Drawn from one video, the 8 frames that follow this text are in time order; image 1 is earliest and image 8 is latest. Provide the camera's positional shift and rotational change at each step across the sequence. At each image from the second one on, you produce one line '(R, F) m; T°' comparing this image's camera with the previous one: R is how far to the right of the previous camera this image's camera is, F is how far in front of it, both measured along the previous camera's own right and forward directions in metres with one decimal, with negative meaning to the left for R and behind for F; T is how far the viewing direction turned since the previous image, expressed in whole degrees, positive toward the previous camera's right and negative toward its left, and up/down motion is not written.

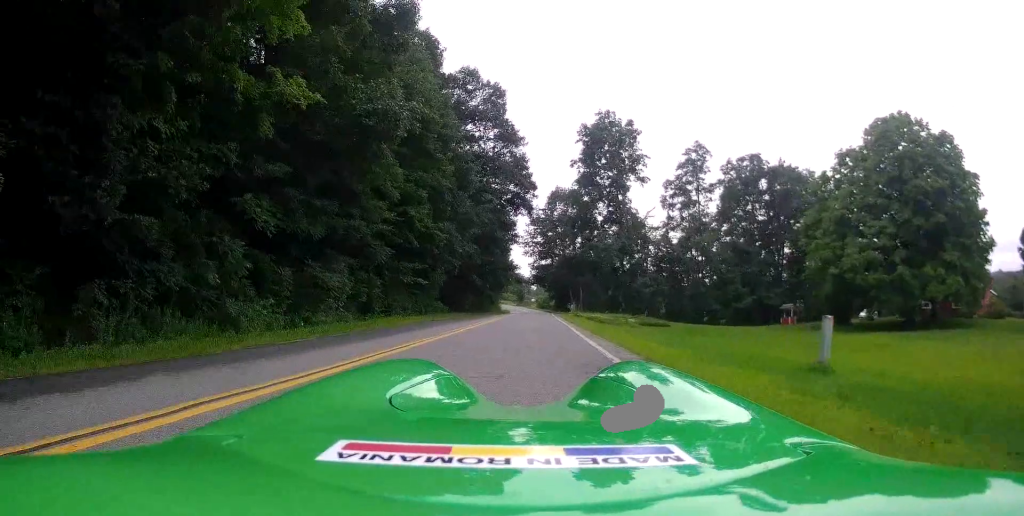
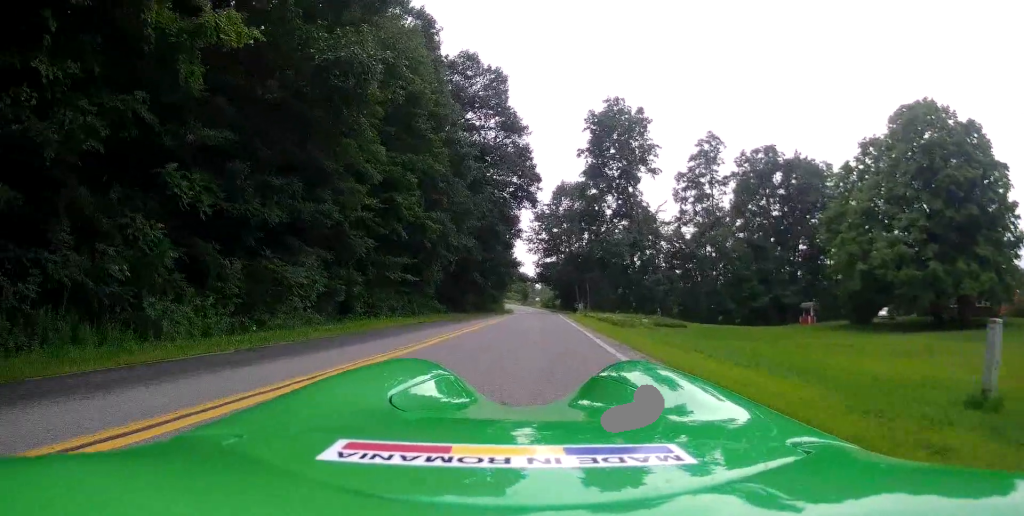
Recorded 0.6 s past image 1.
(0.0, +3.9) m; 0°
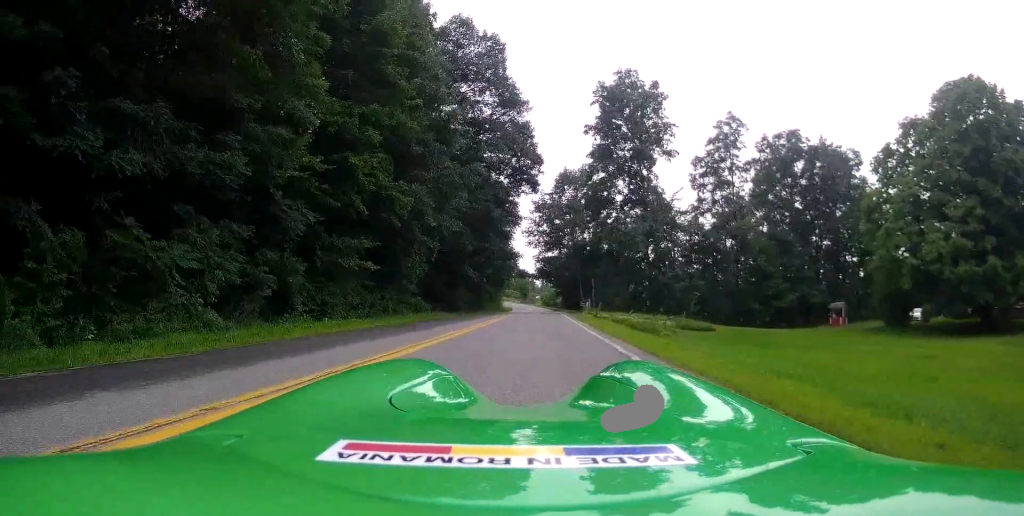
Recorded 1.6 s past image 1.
(0.0, +6.4) m; -2°
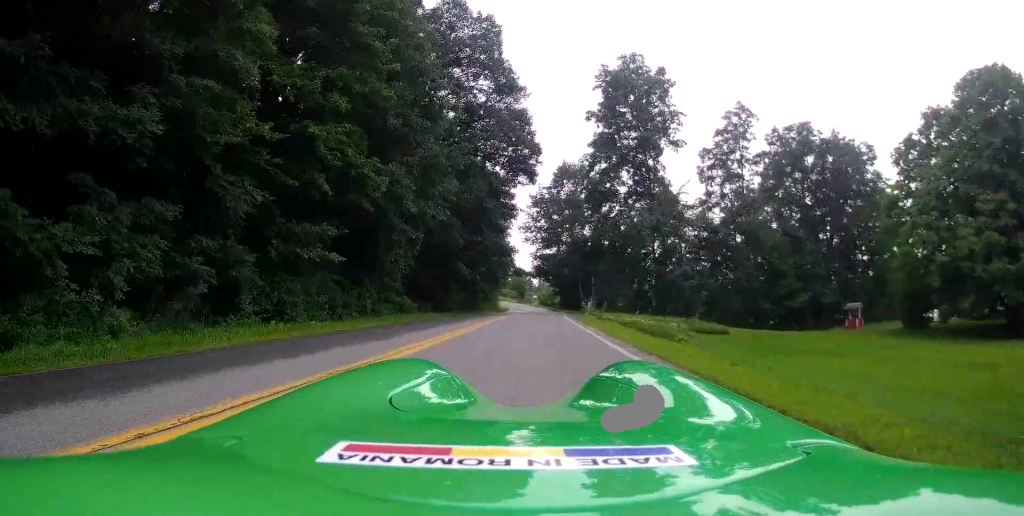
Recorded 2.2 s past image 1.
(0.0, +3.2) m; -1°
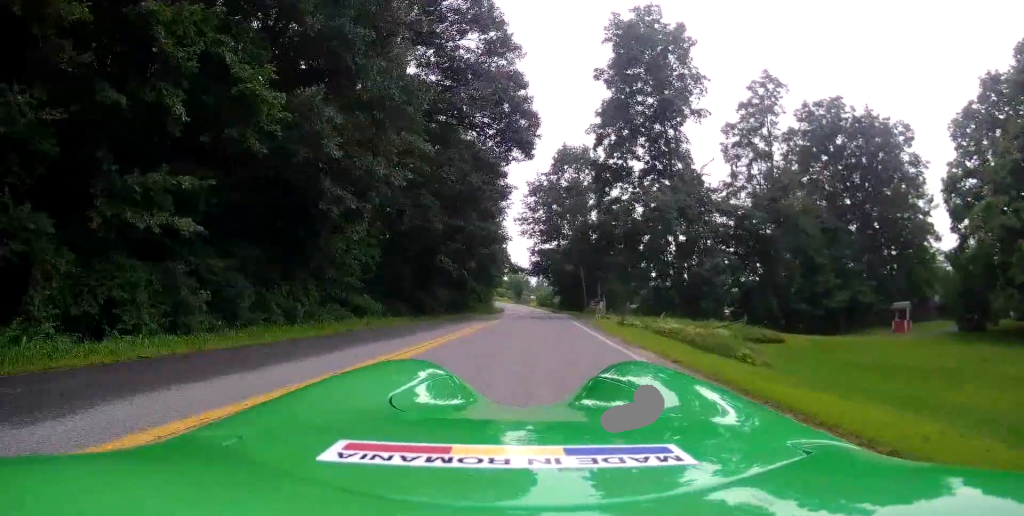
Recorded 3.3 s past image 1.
(-0.1, +6.6) m; 0°
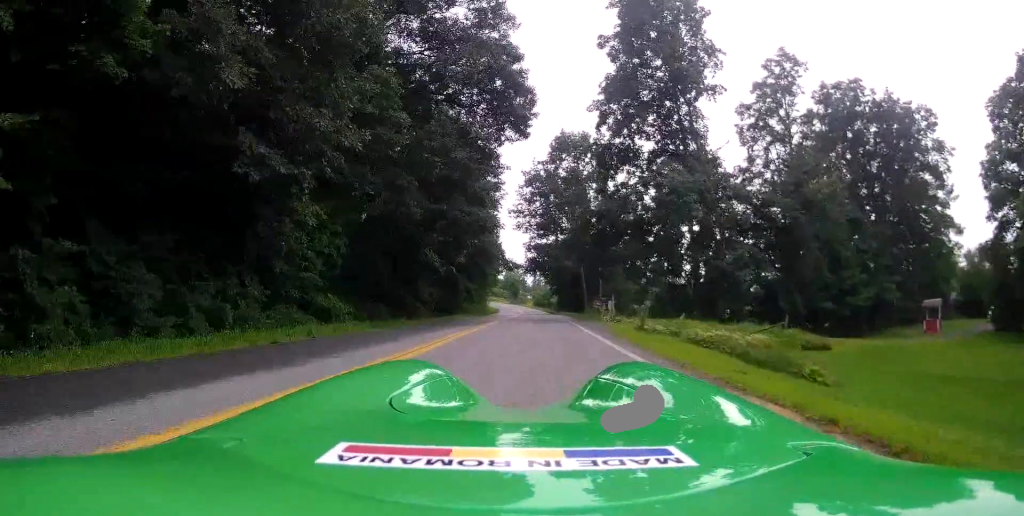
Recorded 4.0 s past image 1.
(0.0, +3.7) m; +1°
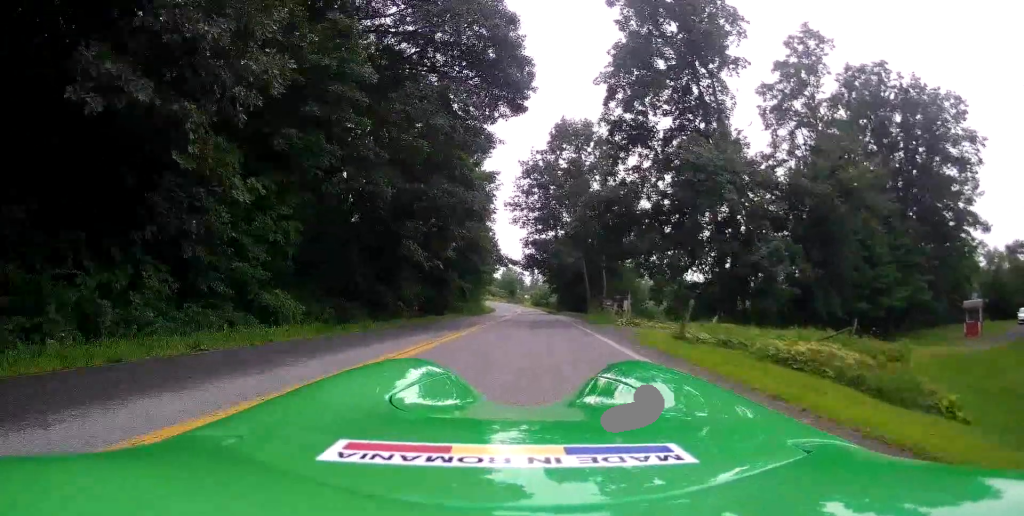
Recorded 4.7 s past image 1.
(+0.1, +3.7) m; +1°
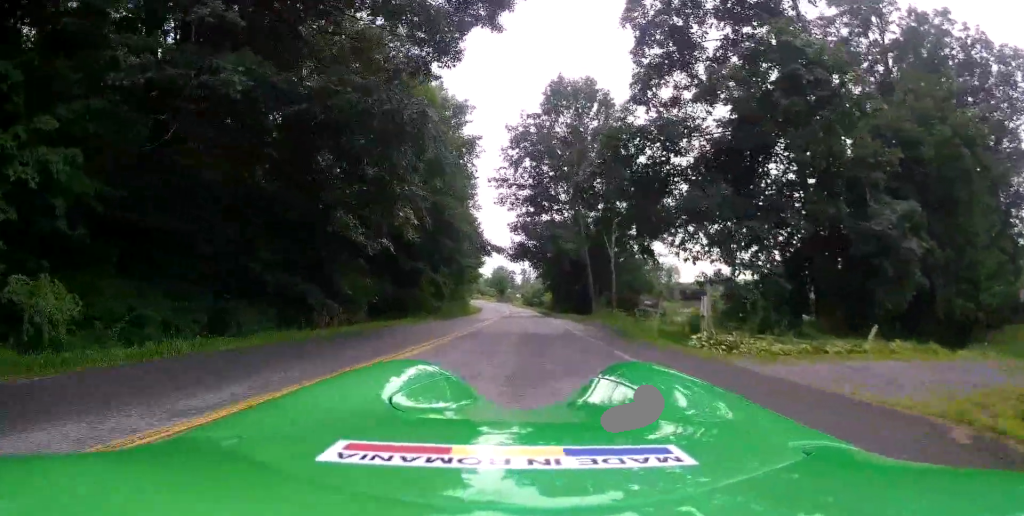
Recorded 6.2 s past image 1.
(0.0, +10.4) m; 0°
